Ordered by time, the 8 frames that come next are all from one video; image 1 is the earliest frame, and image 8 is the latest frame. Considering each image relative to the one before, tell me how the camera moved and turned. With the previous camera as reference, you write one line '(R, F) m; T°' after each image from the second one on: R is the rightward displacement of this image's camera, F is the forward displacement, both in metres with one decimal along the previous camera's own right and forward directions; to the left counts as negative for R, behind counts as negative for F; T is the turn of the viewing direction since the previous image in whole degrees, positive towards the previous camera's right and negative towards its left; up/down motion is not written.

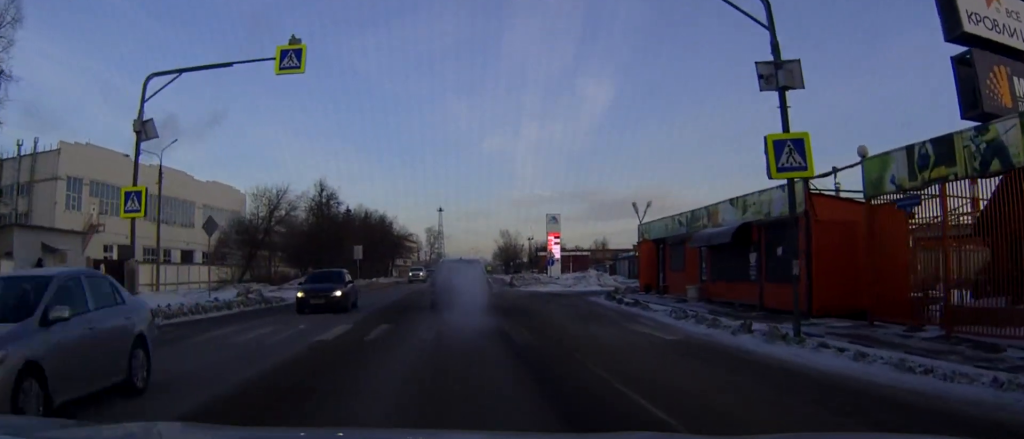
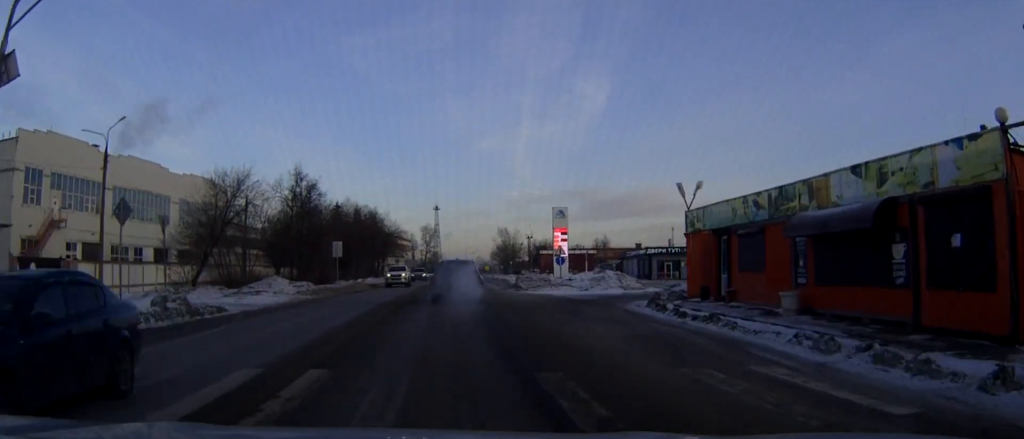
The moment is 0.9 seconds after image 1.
(+0.1, +8.6) m; +1°
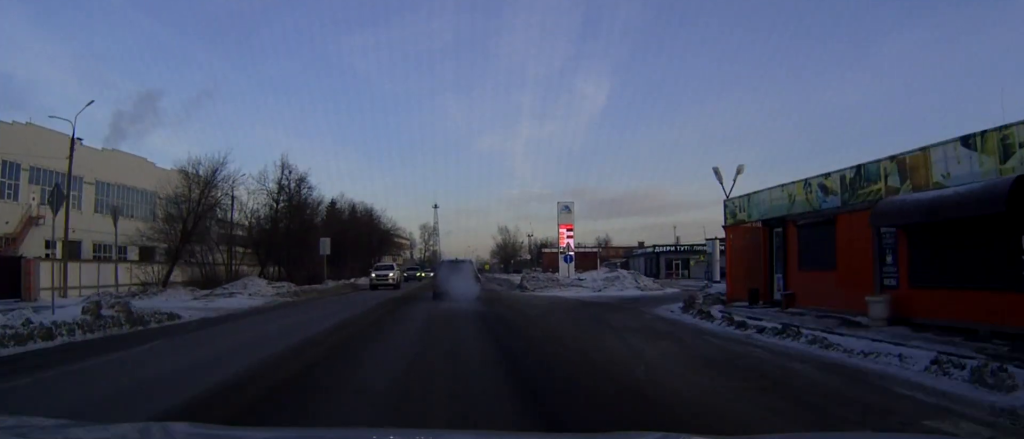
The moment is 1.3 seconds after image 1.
(0.0, +4.6) m; 0°
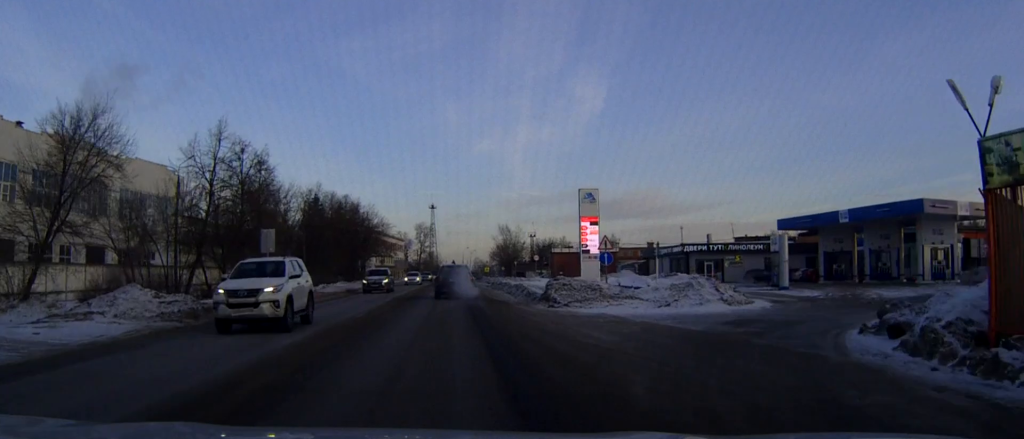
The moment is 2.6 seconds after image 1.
(0.0, +14.1) m; 0°
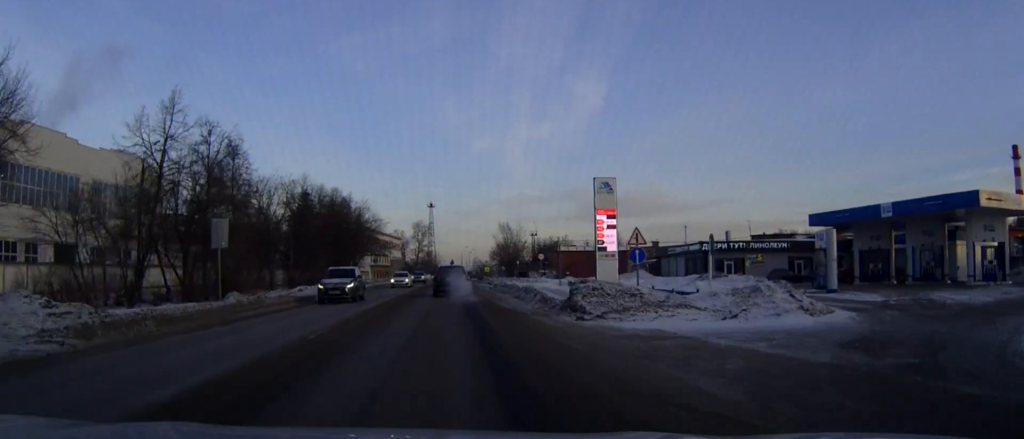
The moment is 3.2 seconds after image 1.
(0.0, +6.9) m; 0°
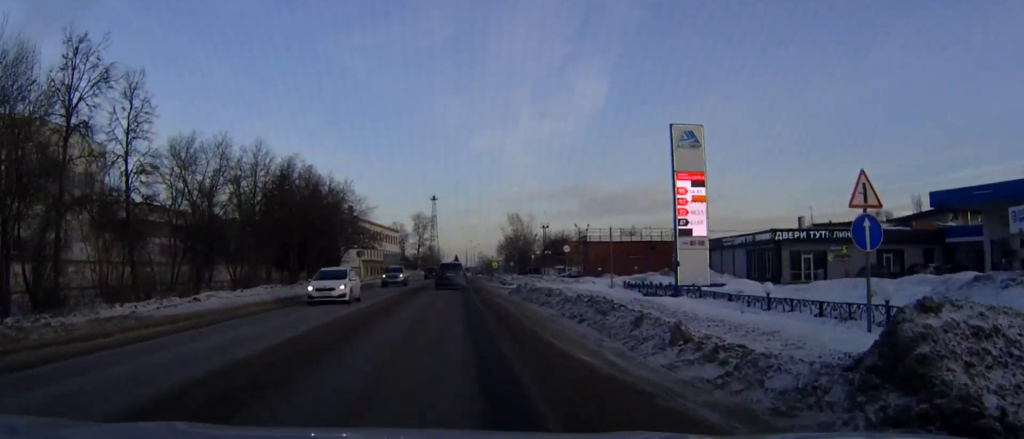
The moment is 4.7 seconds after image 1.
(-0.1, +17.9) m; -1°
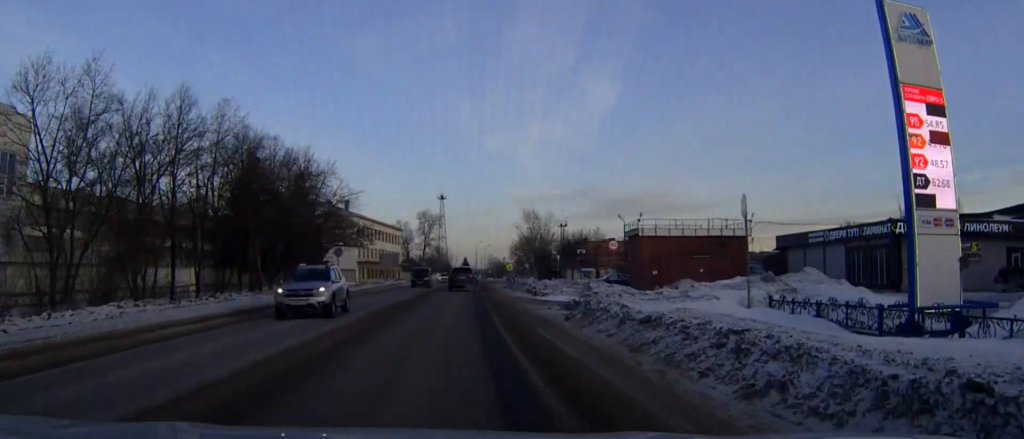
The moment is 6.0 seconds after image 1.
(-0.2, +17.6) m; 0°
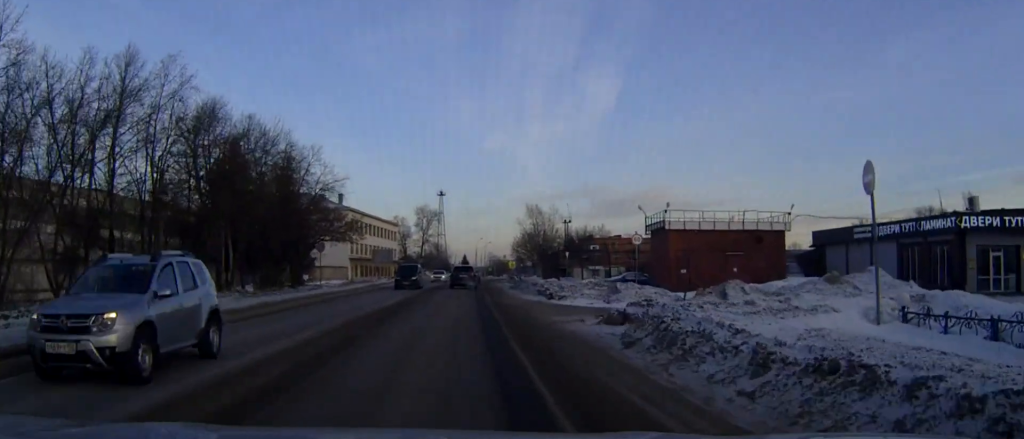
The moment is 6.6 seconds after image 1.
(0.0, +7.0) m; 0°
